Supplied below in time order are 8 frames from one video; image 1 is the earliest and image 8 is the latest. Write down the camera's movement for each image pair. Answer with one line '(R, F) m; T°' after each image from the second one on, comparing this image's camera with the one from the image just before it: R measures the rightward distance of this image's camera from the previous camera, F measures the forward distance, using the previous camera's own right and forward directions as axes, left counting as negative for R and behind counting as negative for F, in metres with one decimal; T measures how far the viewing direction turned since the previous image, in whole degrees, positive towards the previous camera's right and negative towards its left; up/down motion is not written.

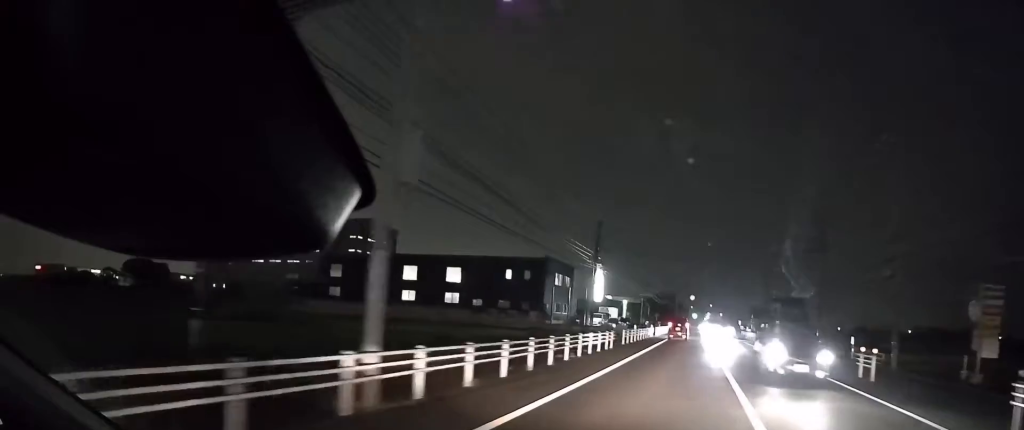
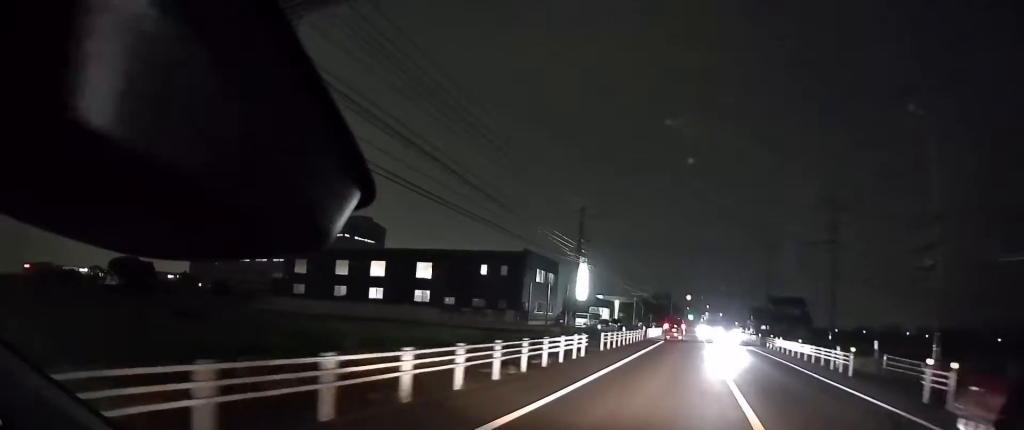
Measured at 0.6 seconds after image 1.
(-0.1, +6.4) m; 0°
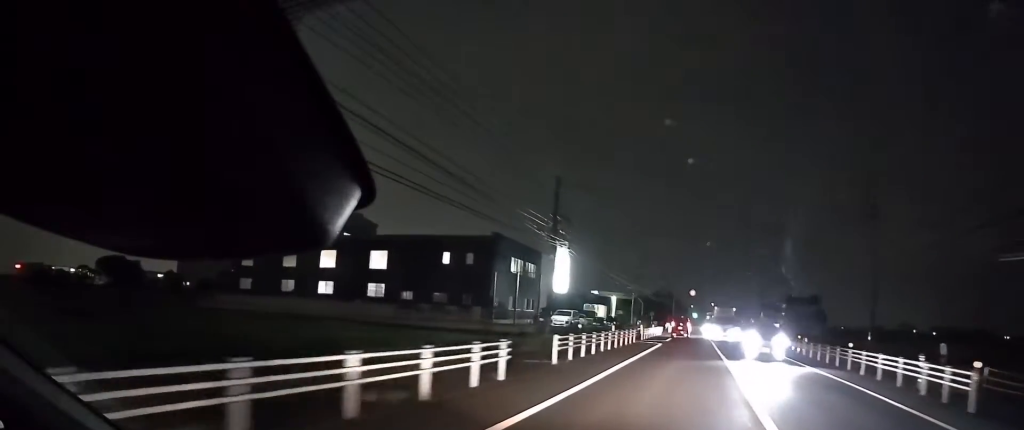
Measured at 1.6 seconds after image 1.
(+0.4, +10.3) m; 0°
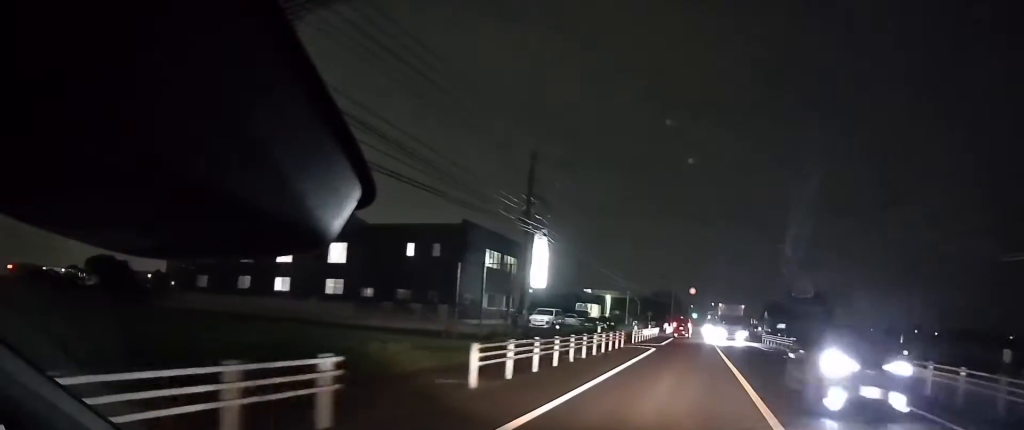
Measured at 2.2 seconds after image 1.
(-0.4, +6.3) m; 0°
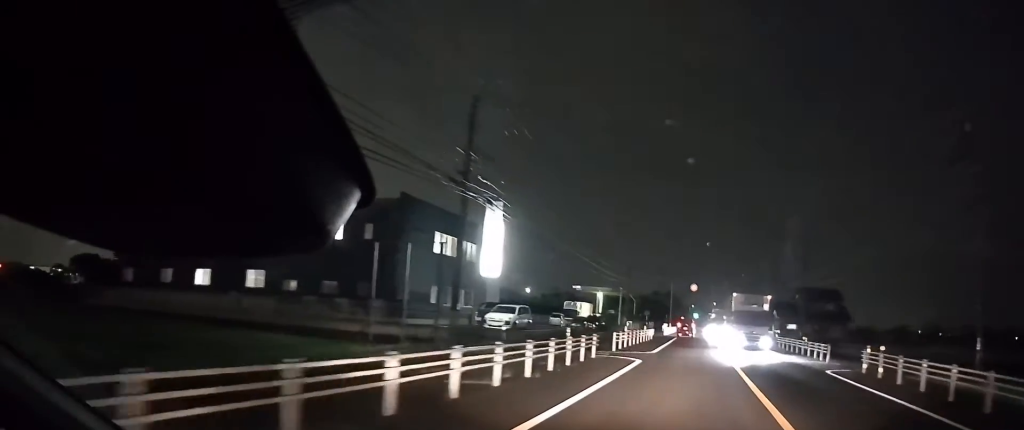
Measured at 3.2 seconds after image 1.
(+0.4, +10.2) m; +3°
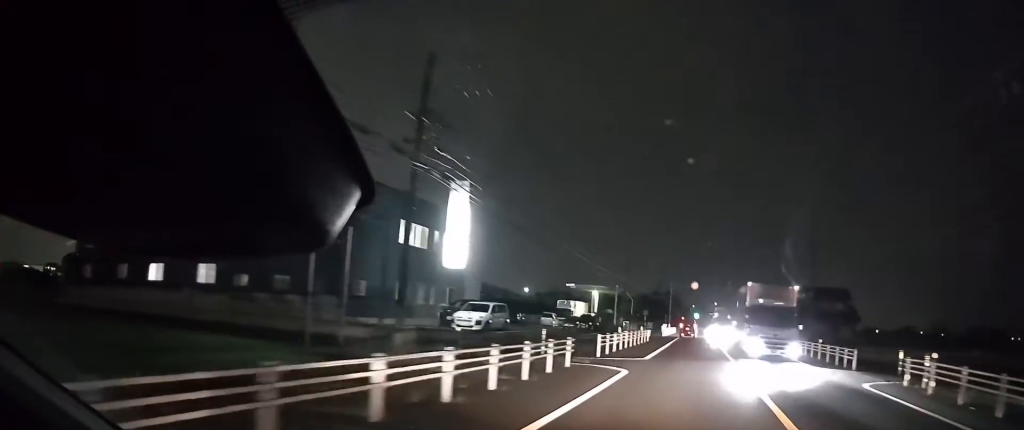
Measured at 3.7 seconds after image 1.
(+0.1, +5.0) m; 0°
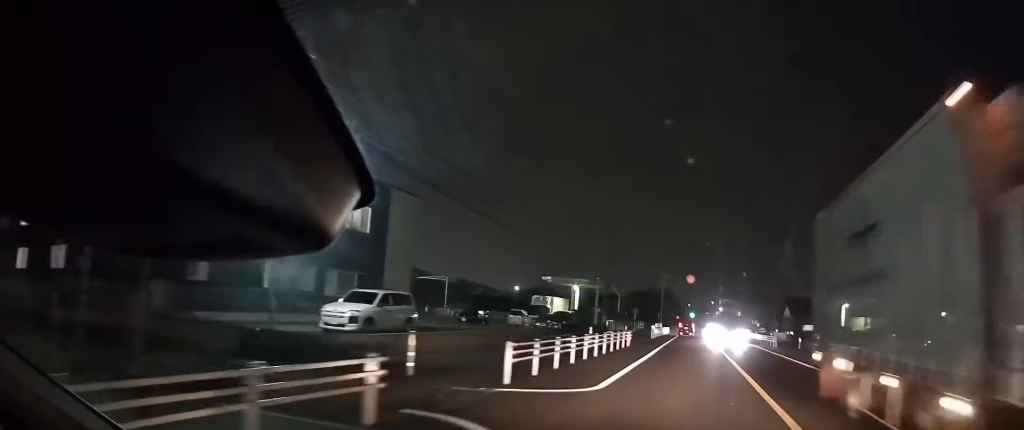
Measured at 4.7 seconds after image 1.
(-0.3, +11.4) m; -3°
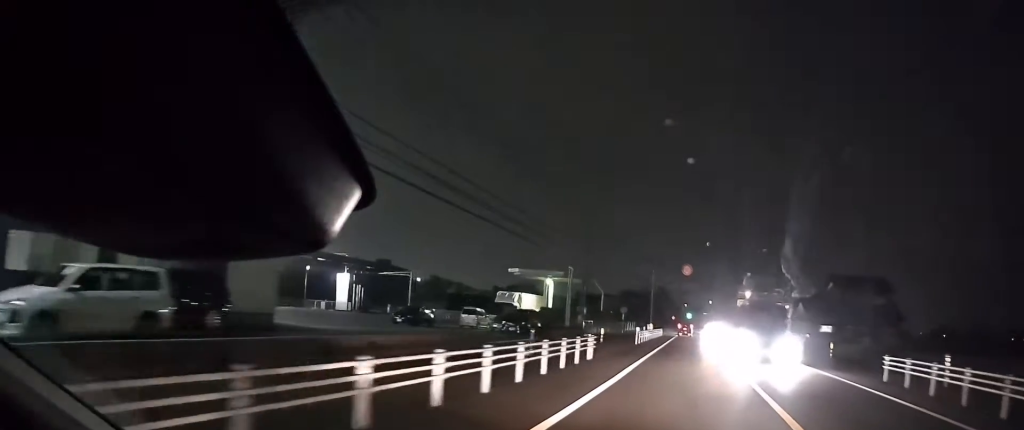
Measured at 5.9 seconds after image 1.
(-0.2, +12.3) m; +2°
